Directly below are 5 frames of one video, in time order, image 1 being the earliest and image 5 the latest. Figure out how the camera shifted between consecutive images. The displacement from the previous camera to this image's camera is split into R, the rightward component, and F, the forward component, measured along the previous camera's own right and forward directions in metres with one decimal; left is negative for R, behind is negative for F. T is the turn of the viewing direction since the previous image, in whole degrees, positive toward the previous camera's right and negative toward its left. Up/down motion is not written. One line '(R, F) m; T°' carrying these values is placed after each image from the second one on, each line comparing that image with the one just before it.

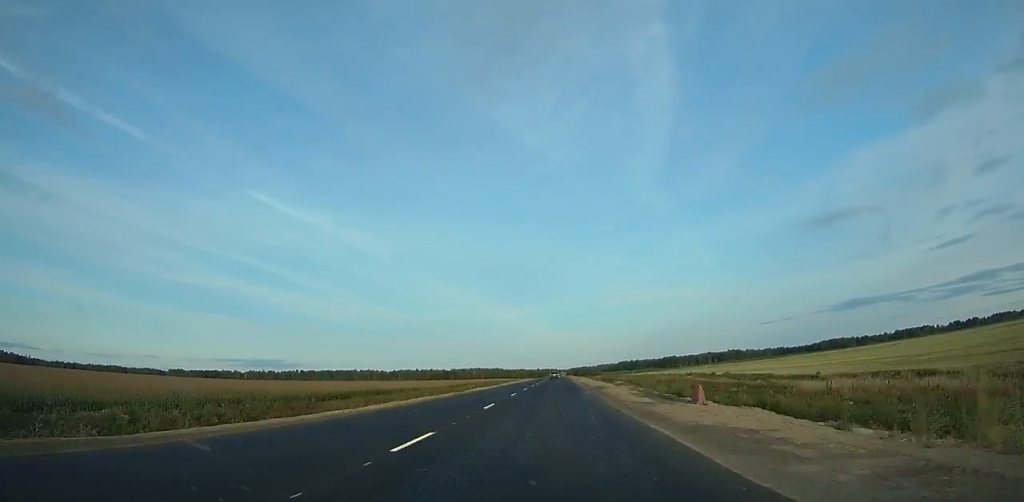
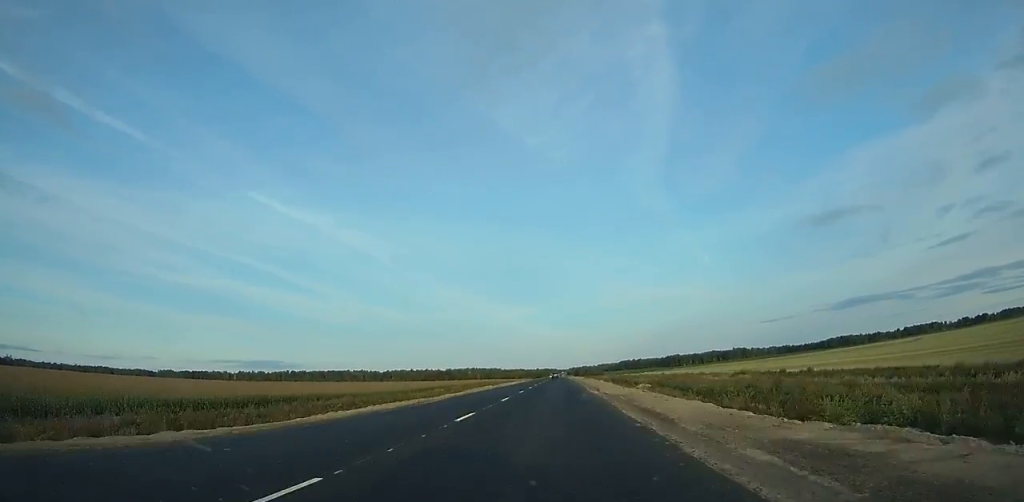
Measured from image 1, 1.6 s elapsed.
(+0.1, +44.1) m; 0°
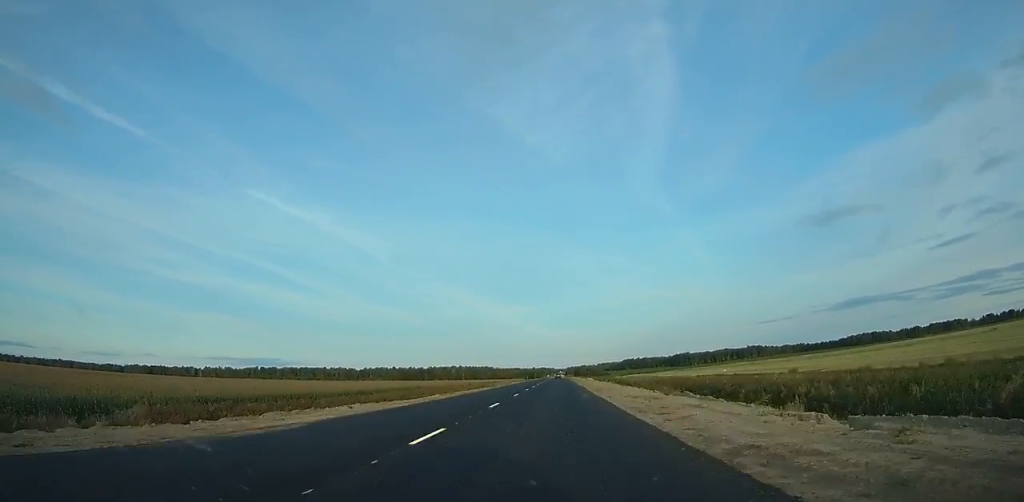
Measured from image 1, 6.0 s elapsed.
(+0.3, +116.9) m; 0°
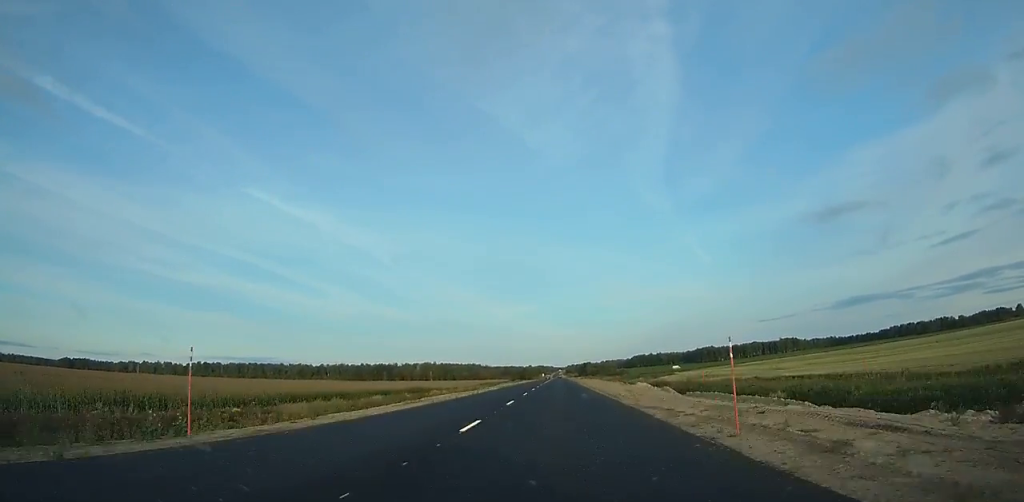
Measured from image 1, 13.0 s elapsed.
(+0.1, +168.6) m; 0°
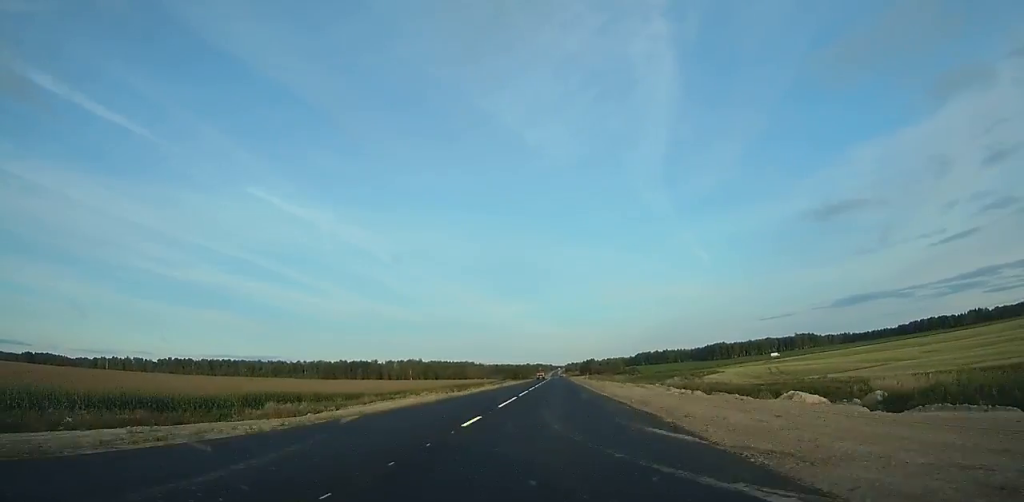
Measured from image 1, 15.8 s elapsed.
(+0.2, +64.8) m; 0°
